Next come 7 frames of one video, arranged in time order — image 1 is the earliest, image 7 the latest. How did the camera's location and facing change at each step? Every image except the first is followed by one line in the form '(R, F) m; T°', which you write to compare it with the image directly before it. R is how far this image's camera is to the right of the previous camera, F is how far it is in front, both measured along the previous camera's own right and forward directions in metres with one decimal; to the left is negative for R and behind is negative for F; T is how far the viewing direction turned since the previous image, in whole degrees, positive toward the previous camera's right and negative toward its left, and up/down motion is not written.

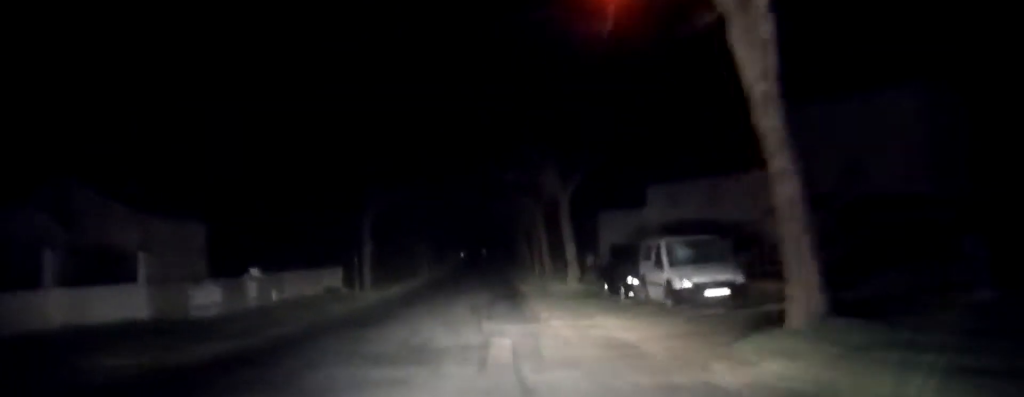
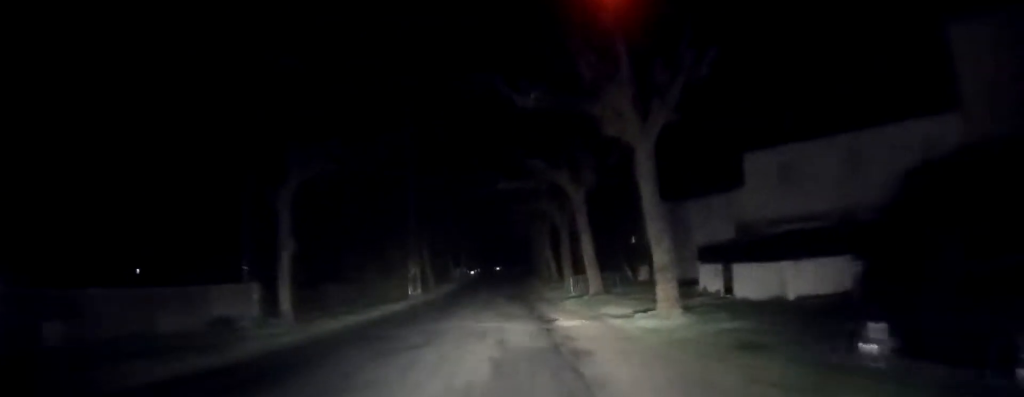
(+0.2, +15.9) m; +1°
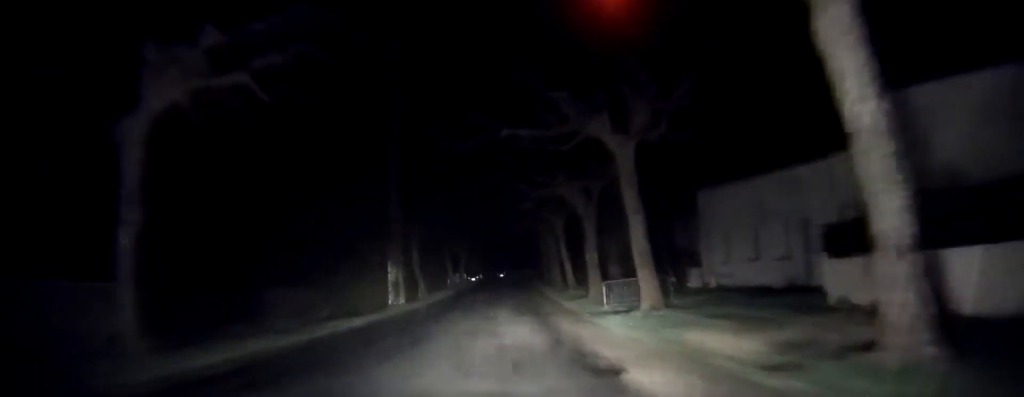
(0.0, +9.8) m; -1°
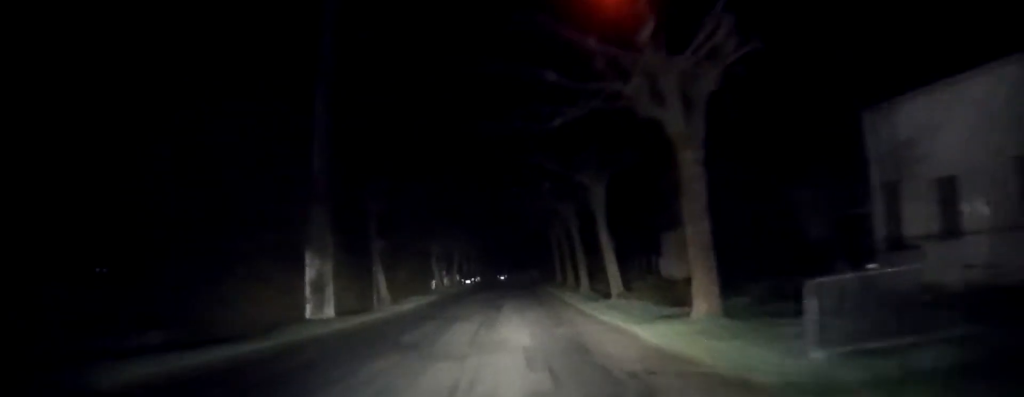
(-0.3, +16.3) m; -1°
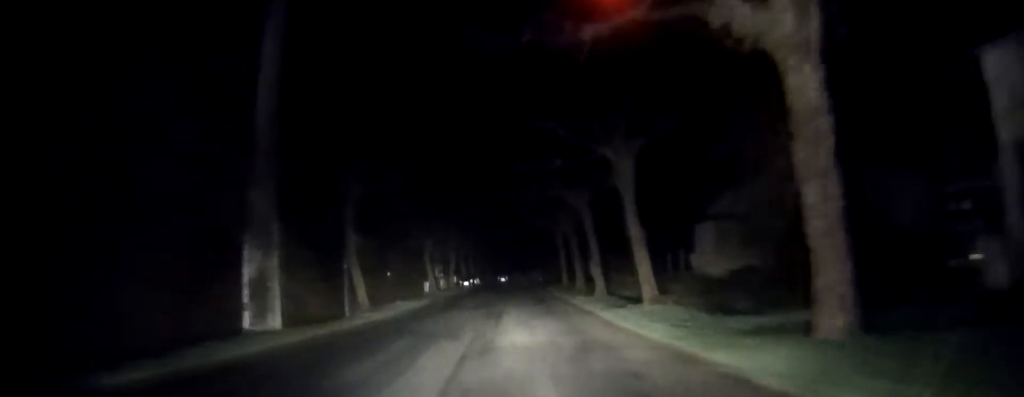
(0.0, +5.7) m; 0°
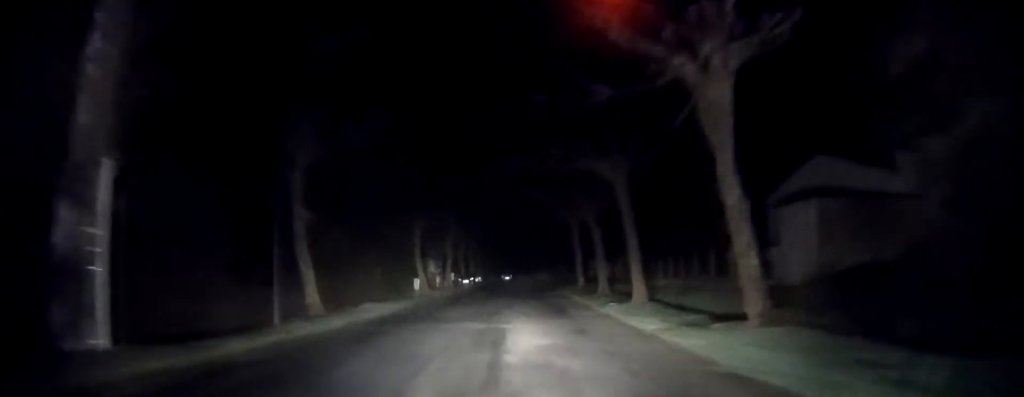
(0.0, +8.4) m; -1°
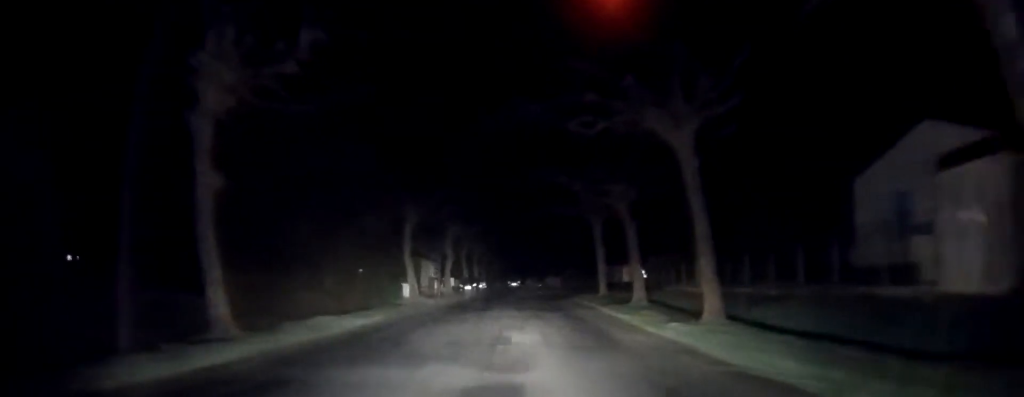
(0.0, +8.0) m; -1°
